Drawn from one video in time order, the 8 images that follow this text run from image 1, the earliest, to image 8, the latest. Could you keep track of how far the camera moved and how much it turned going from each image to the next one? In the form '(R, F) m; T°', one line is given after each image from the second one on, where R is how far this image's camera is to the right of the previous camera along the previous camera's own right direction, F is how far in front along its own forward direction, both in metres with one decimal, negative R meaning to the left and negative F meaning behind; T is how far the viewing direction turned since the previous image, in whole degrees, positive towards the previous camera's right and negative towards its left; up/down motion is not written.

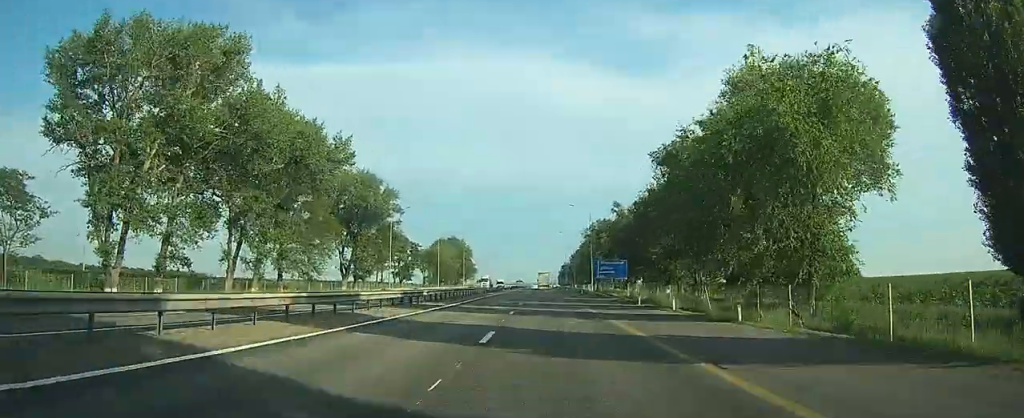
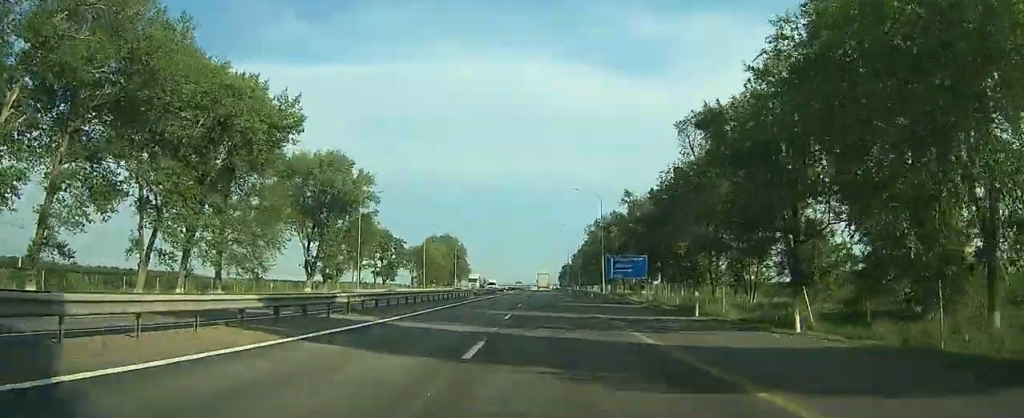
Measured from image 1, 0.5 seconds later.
(0.0, +16.5) m; 0°
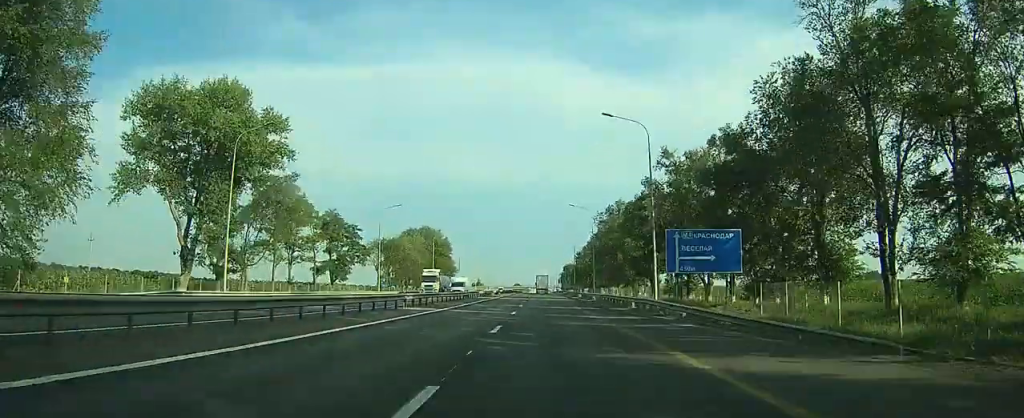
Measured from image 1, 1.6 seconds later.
(0.0, +33.4) m; 0°
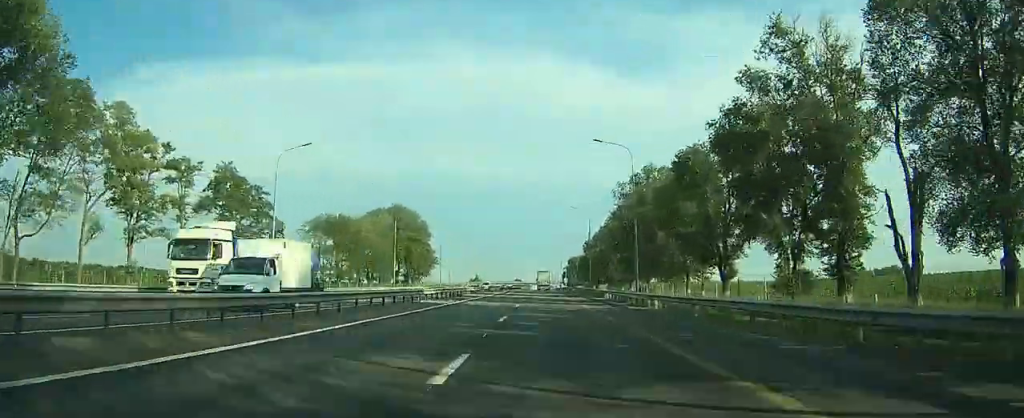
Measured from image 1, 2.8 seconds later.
(0.0, +35.3) m; 0°
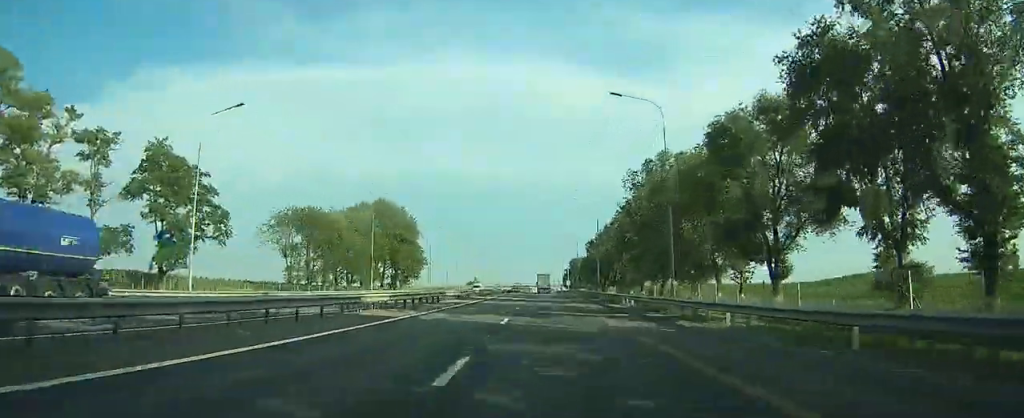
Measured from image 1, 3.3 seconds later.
(0.0, +12.4) m; 0°
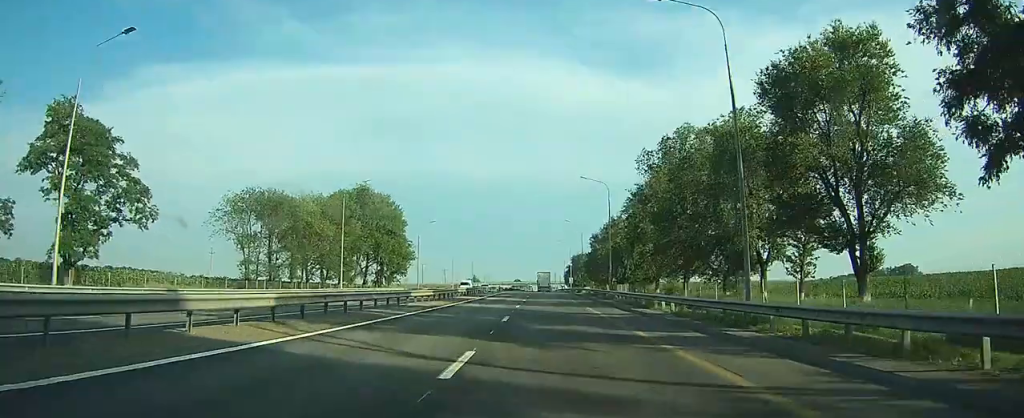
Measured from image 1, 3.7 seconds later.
(0.0, +12.4) m; 0°
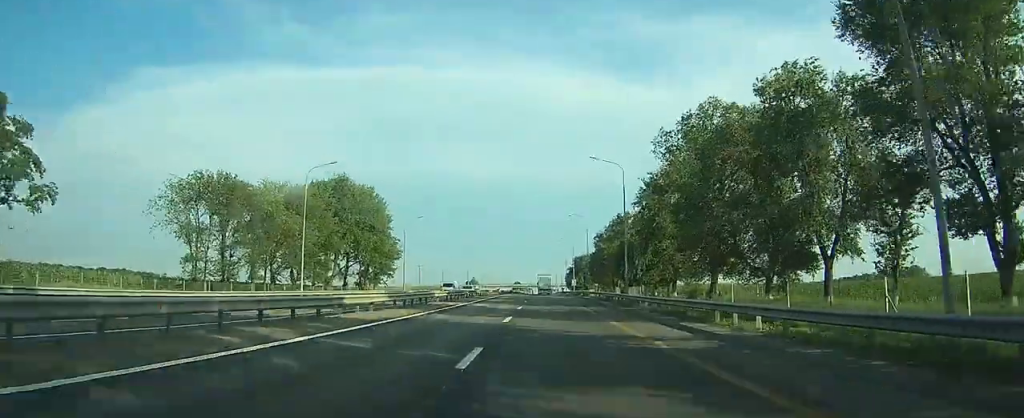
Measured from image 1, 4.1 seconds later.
(0.0, +11.2) m; 0°
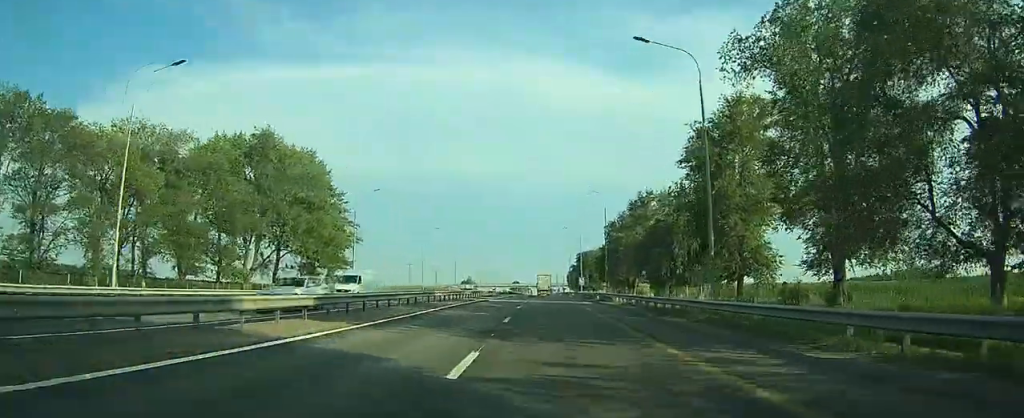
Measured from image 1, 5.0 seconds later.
(0.0, +25.7) m; 0°
